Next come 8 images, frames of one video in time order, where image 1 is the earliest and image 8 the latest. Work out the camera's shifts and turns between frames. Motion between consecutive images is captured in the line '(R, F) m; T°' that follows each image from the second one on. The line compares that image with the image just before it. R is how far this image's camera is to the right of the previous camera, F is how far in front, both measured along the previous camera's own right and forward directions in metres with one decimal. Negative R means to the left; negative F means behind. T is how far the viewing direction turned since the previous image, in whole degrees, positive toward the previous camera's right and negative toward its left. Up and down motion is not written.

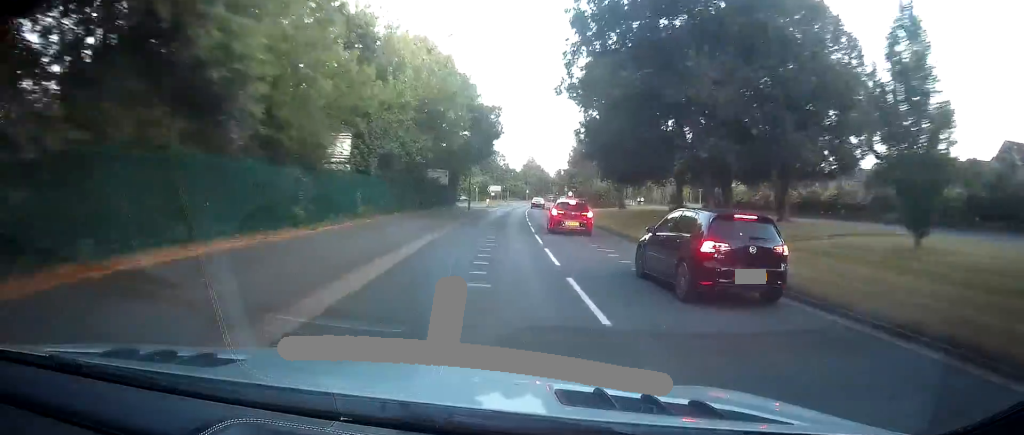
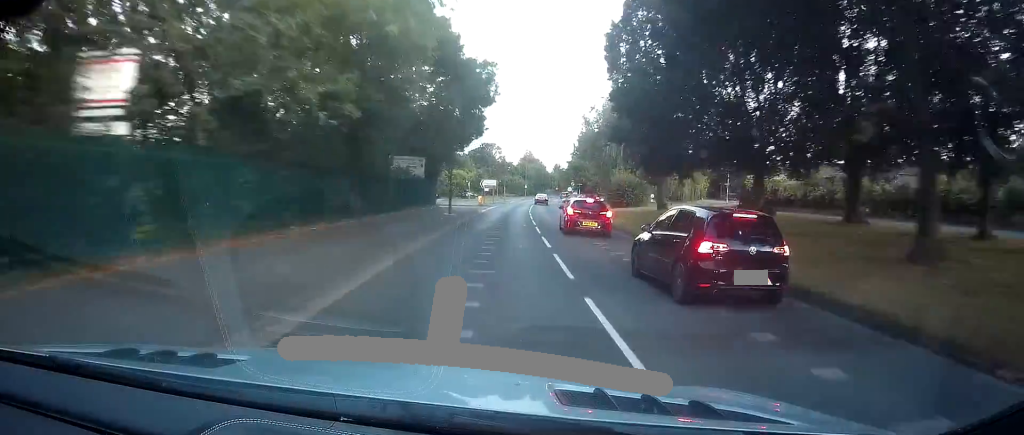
(+0.2, +13.9) m; +1°
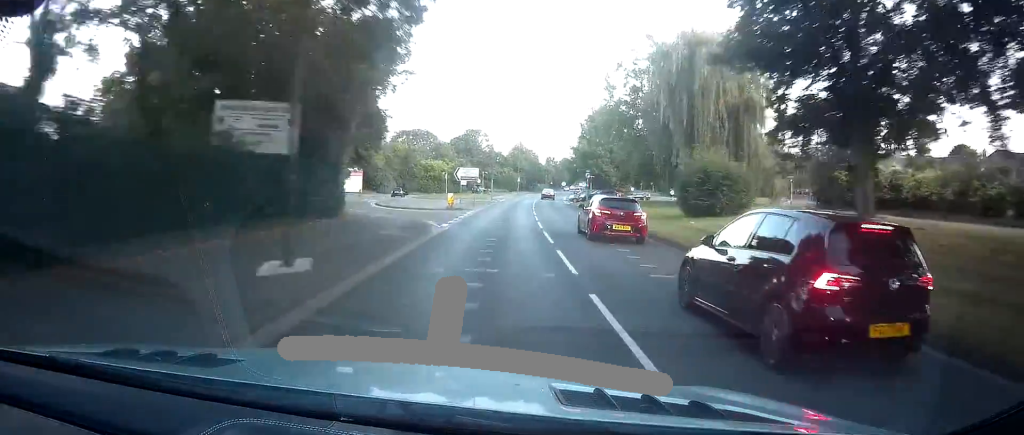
(-0.2, +23.2) m; -1°
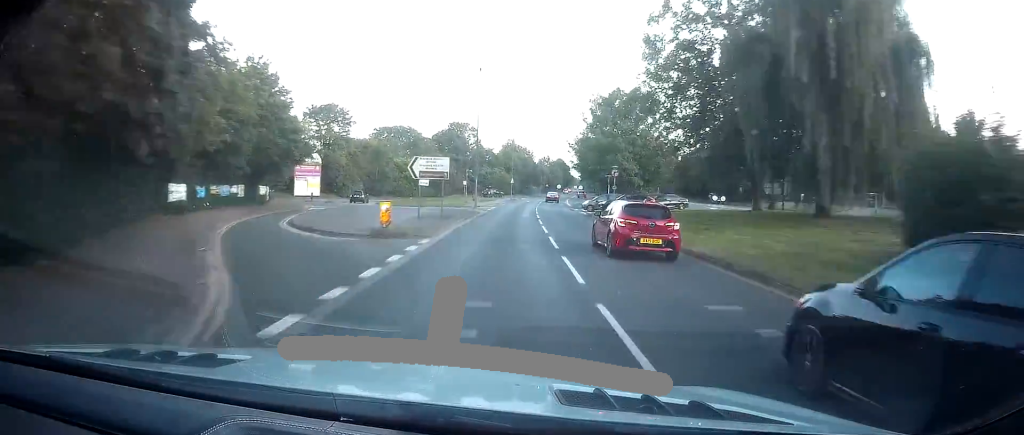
(-0.1, +18.2) m; 0°
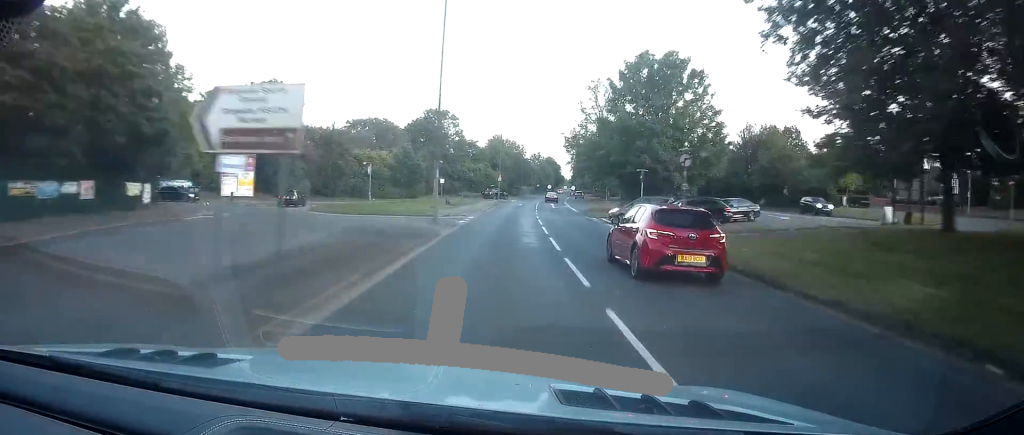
(0.0, +17.9) m; +1°
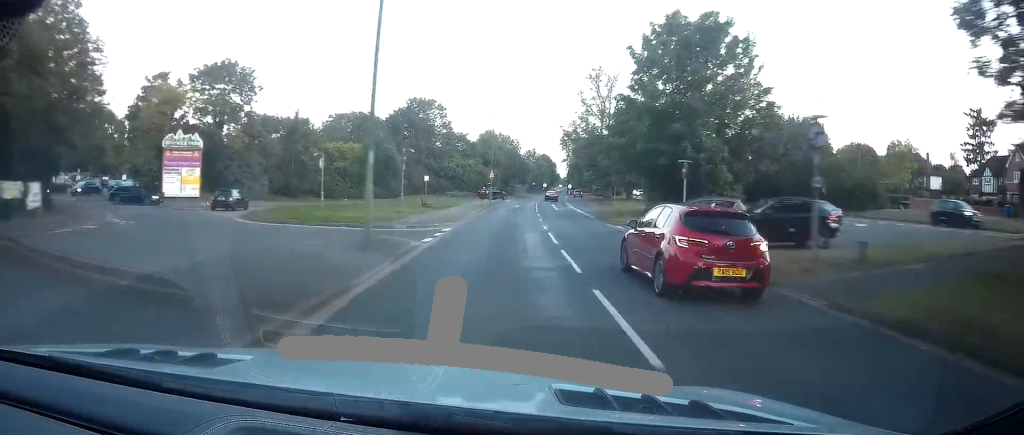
(+0.1, +10.3) m; +1°
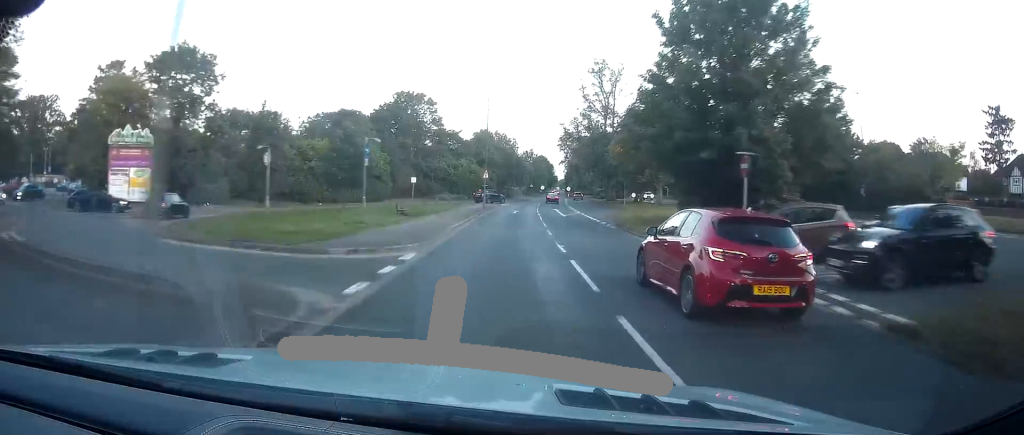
(0.0, +7.5) m; +1°
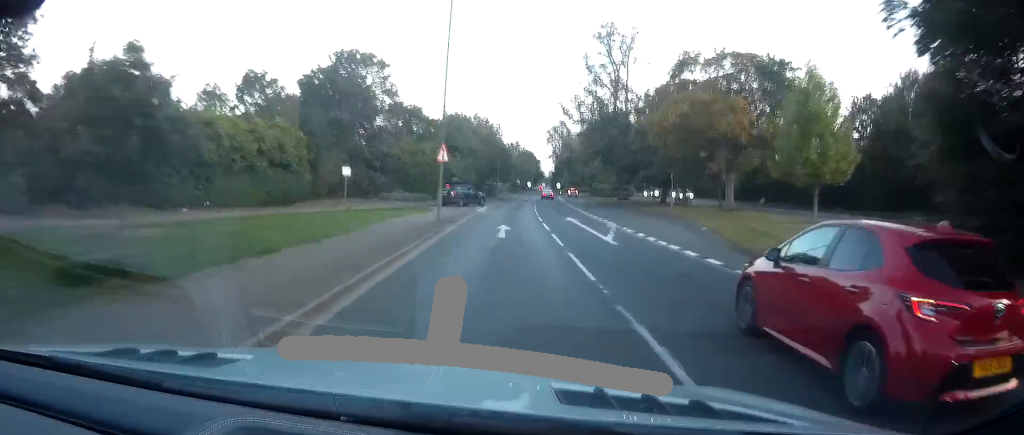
(+0.8, +22.2) m; +4°
